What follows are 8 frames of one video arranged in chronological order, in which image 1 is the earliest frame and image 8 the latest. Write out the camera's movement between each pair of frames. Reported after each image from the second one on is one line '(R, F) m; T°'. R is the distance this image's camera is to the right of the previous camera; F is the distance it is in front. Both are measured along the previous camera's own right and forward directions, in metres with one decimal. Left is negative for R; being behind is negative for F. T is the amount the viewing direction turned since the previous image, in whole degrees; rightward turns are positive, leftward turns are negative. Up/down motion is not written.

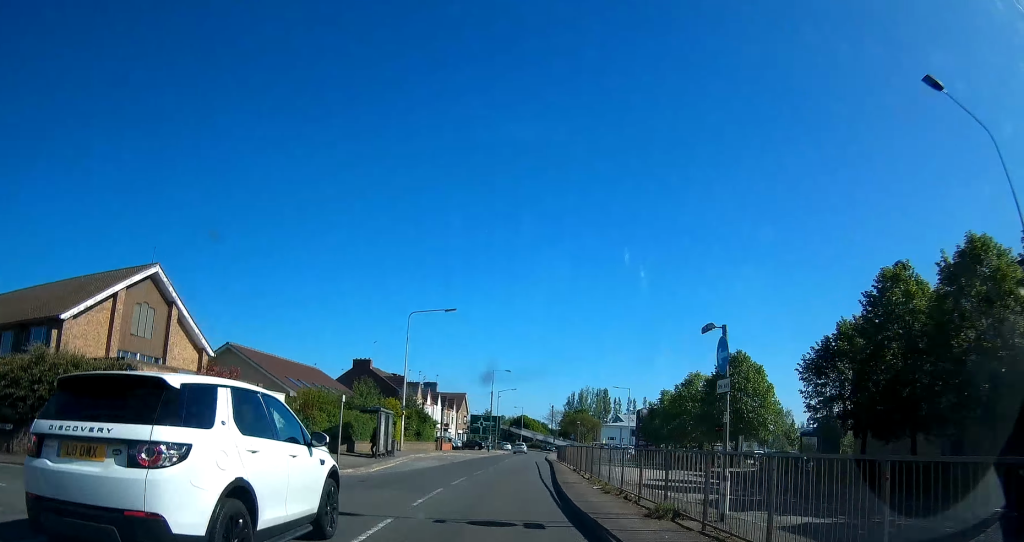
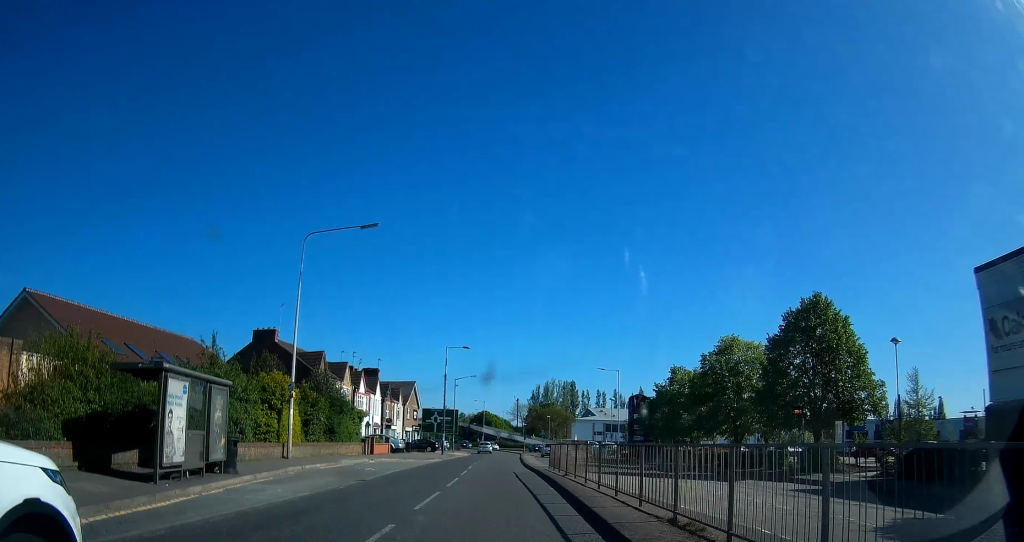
(+0.4, +17.7) m; +2°
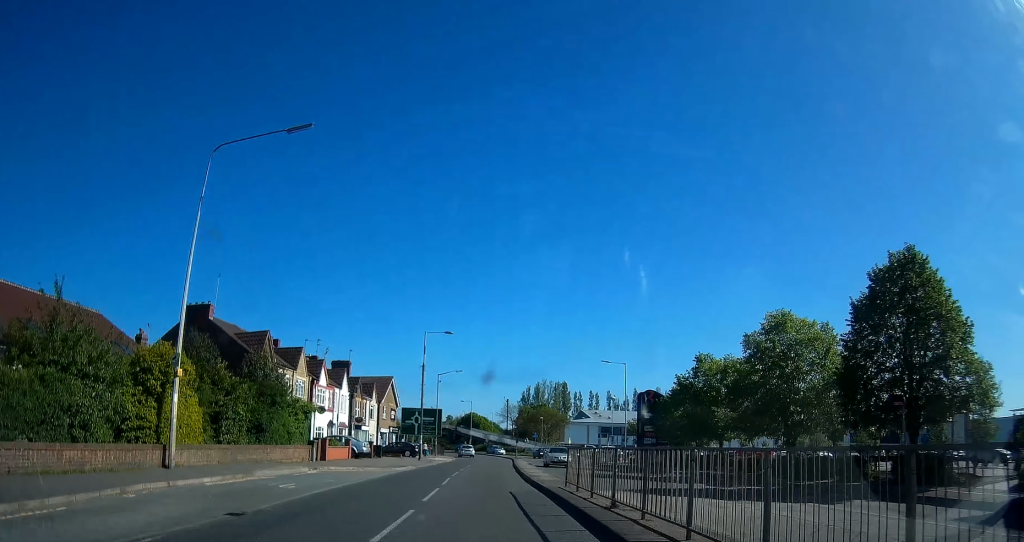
(0.0, +9.5) m; +1°
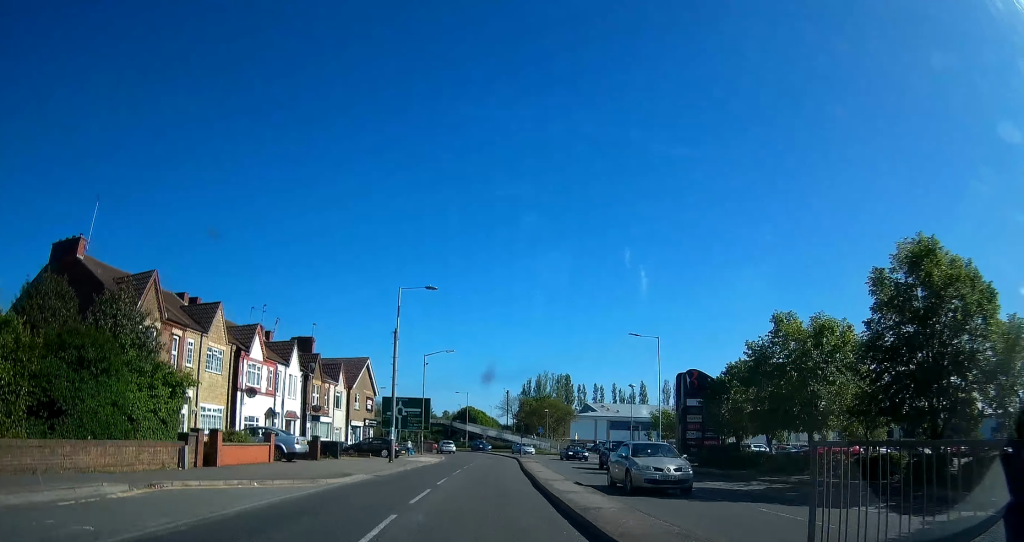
(+0.4, +13.3) m; +2°
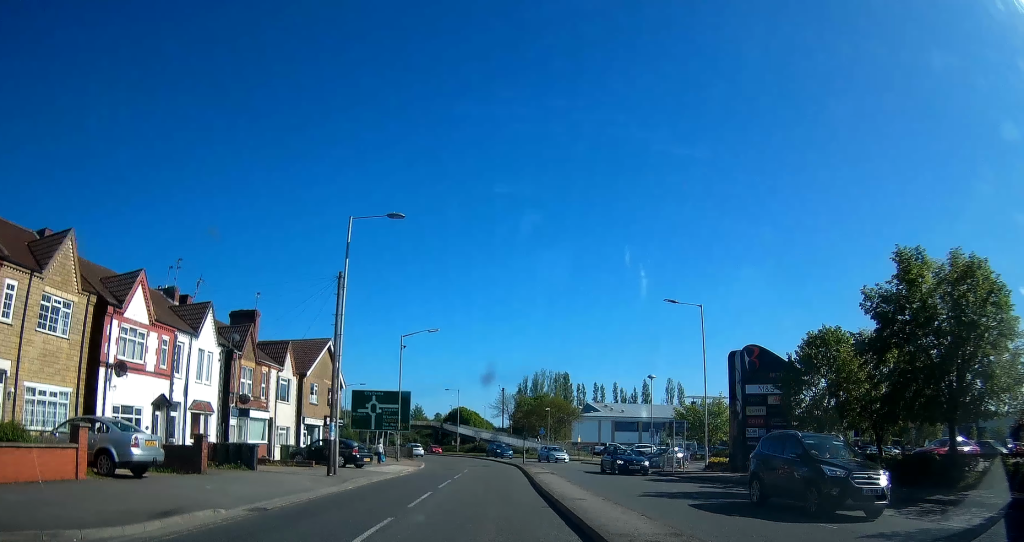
(+0.2, +12.0) m; 0°
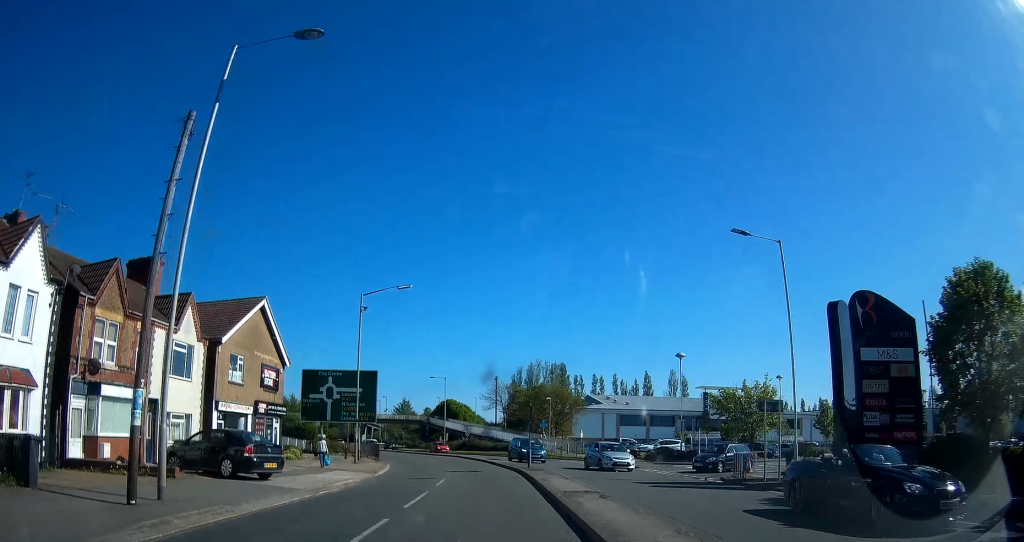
(-0.2, +11.8) m; 0°
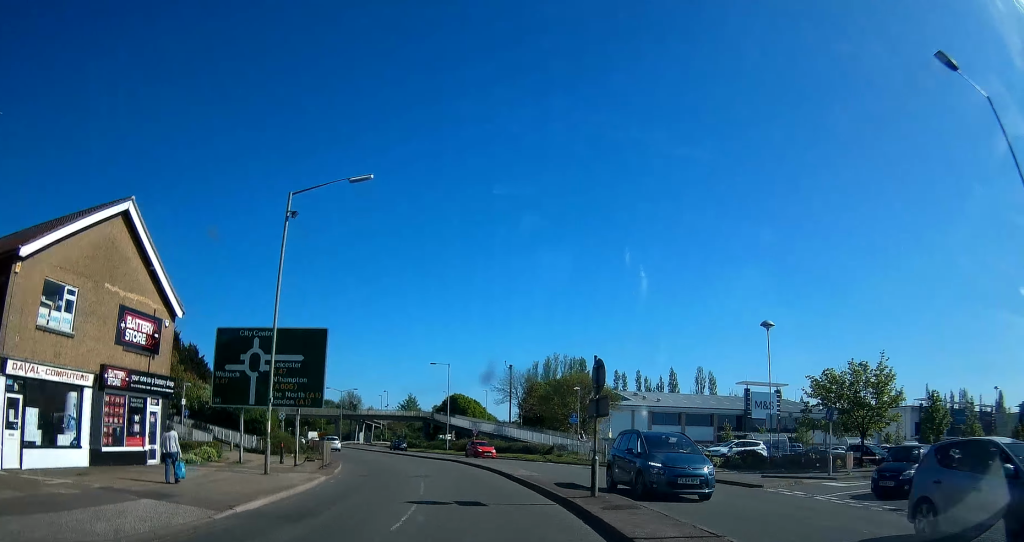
(+0.1, +15.5) m; 0°
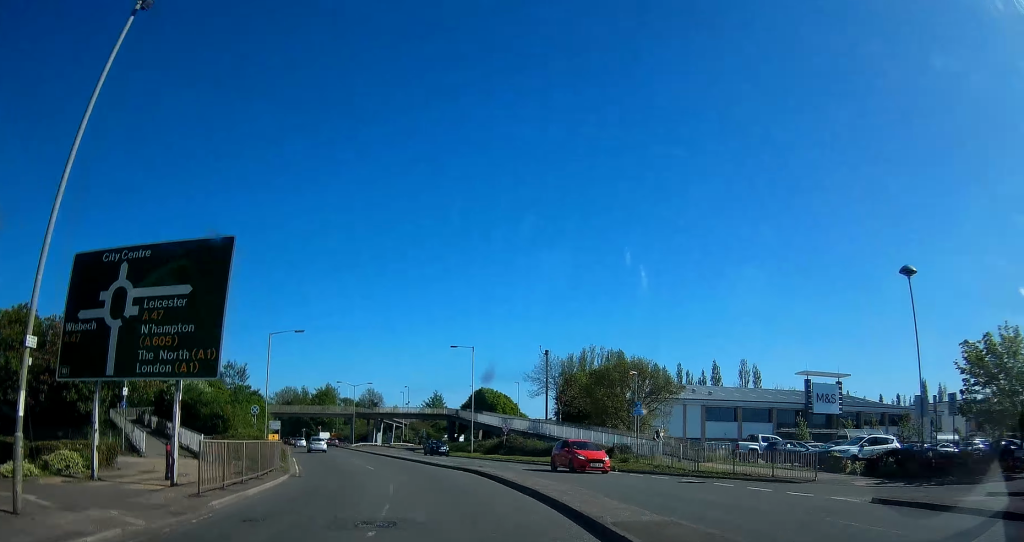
(-0.1, +12.9) m; -2°
